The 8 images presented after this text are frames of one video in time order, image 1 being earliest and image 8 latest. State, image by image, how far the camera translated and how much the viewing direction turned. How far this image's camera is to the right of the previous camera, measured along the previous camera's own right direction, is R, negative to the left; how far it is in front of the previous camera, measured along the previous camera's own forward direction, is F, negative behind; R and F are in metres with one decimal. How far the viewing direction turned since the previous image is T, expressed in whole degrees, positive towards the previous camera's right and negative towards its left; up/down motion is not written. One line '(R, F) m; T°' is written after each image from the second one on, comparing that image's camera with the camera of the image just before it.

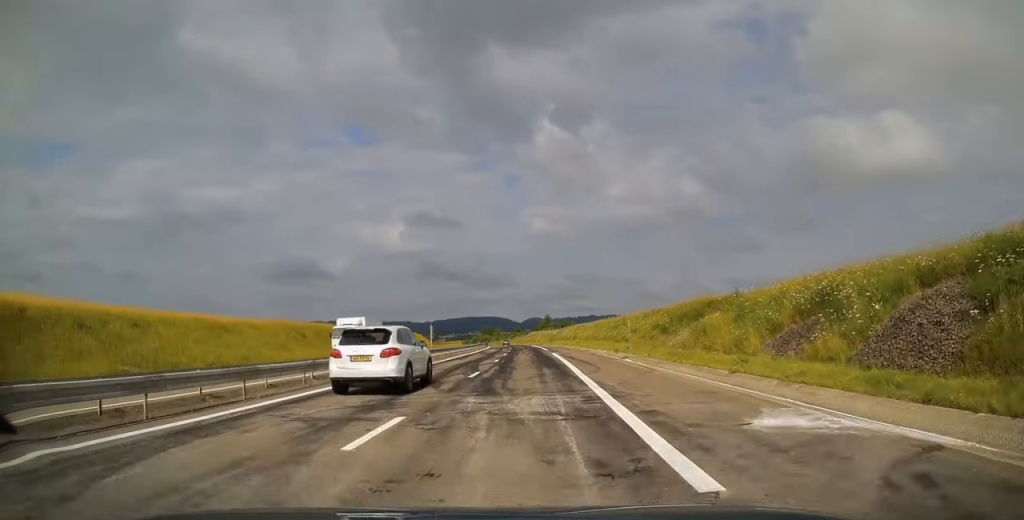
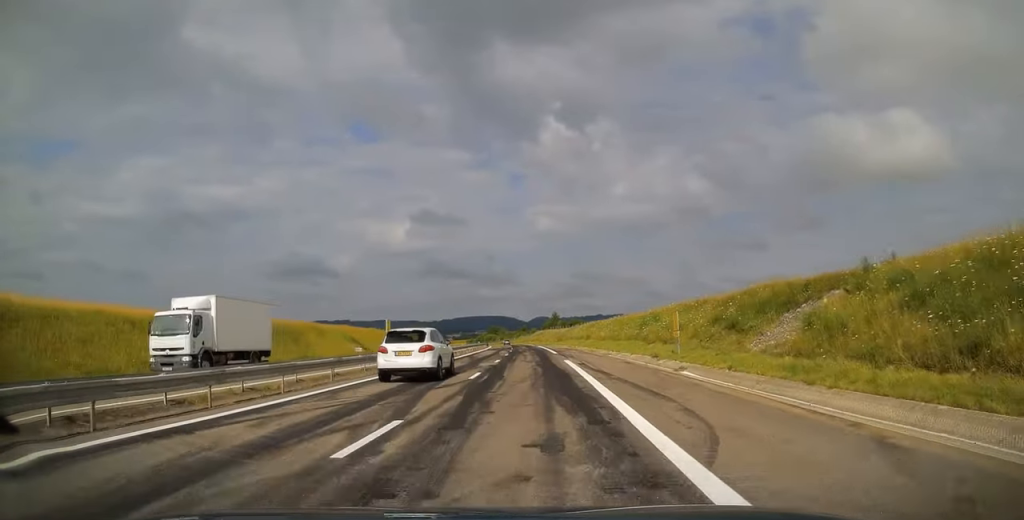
(0.0, +13.7) m; 0°
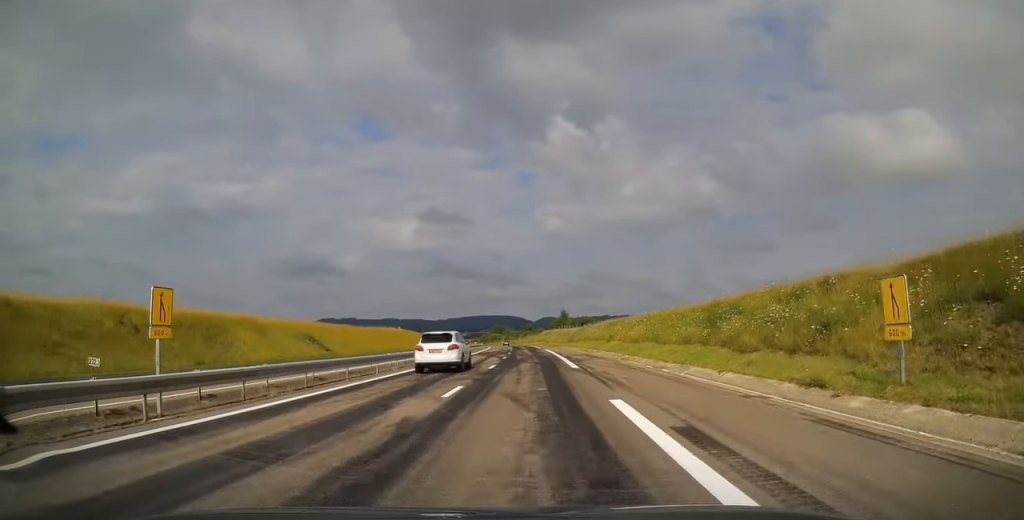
(0.0, +18.7) m; 0°
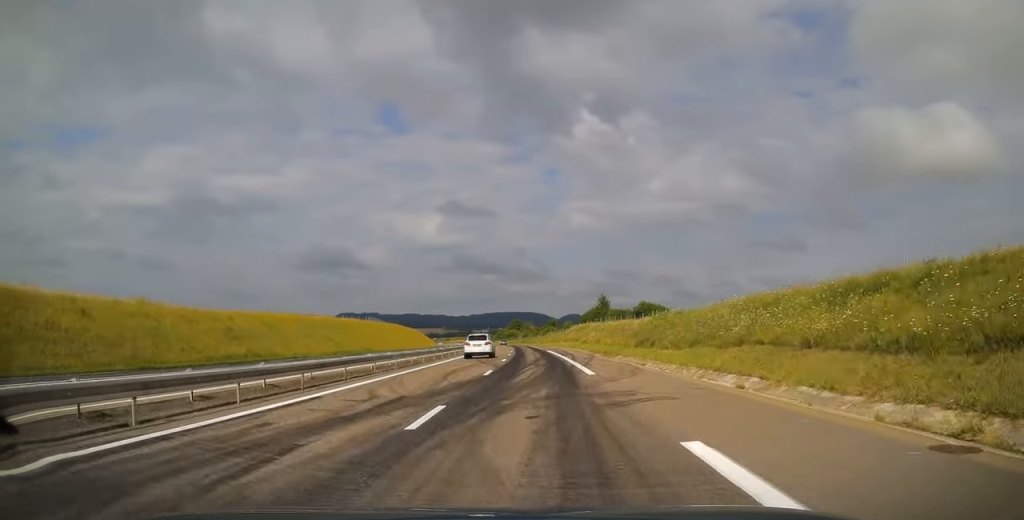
(-1.7, +56.9) m; -3°
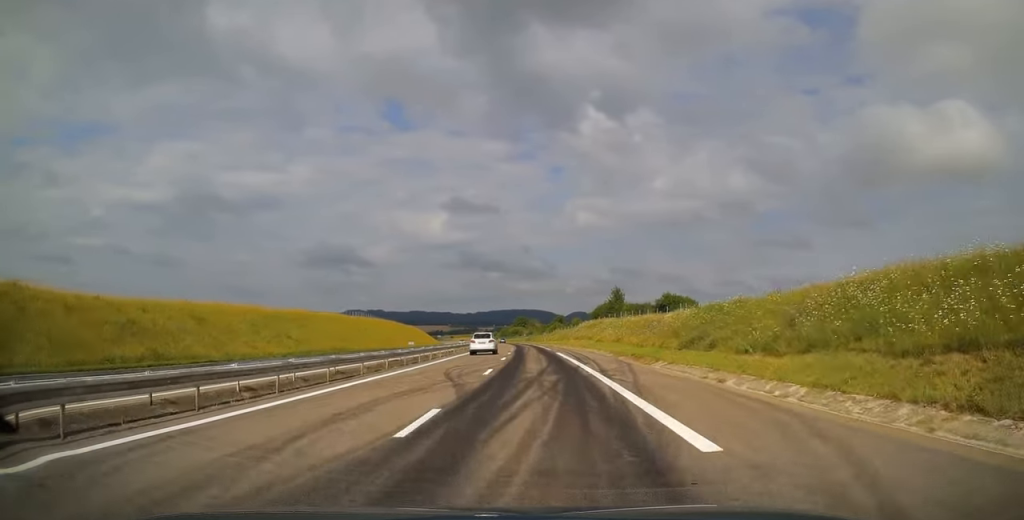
(0.0, +13.8) m; 0°
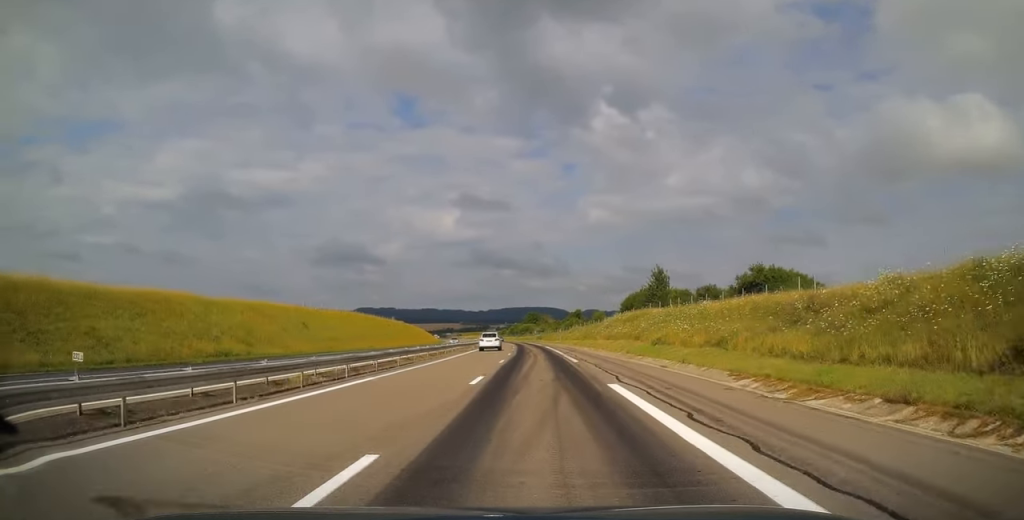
(-0.3, +30.5) m; -1°
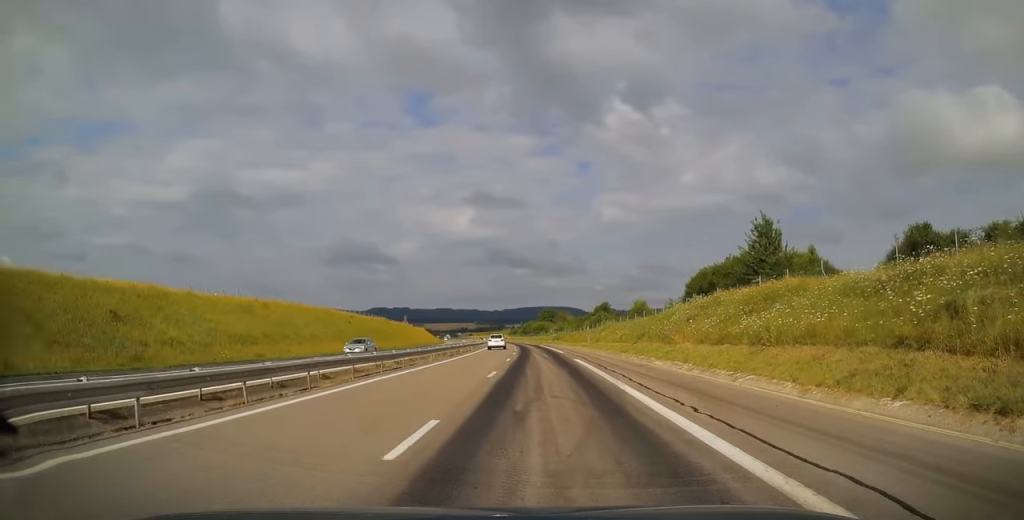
(-0.2, +35.9) m; -1°
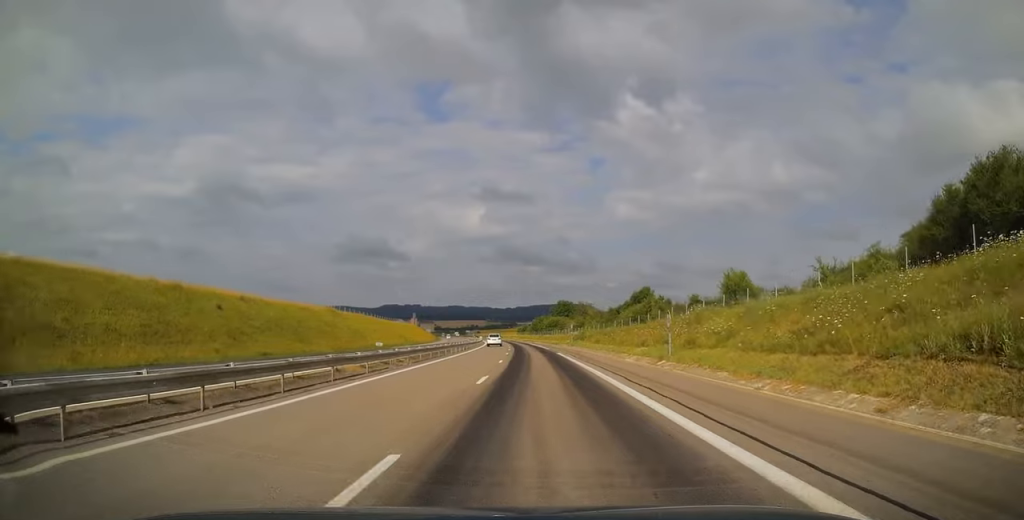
(-0.6, +41.8) m; -2°
